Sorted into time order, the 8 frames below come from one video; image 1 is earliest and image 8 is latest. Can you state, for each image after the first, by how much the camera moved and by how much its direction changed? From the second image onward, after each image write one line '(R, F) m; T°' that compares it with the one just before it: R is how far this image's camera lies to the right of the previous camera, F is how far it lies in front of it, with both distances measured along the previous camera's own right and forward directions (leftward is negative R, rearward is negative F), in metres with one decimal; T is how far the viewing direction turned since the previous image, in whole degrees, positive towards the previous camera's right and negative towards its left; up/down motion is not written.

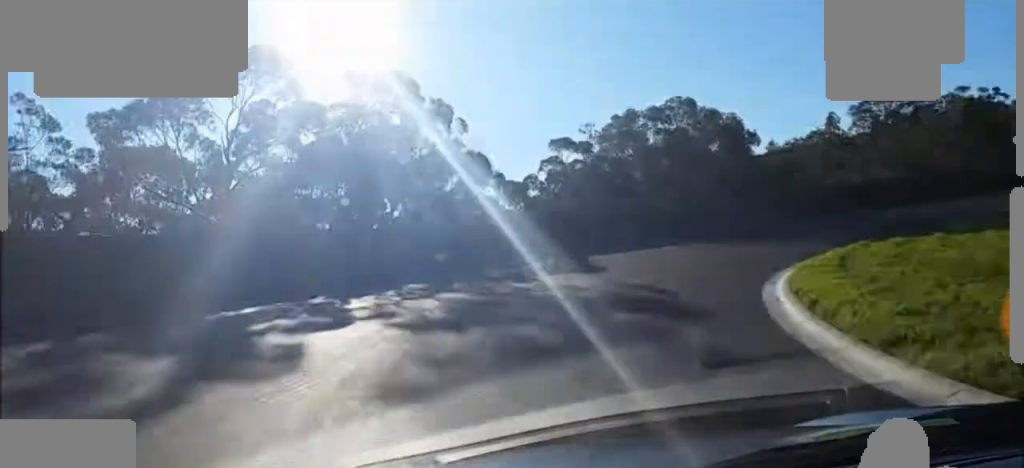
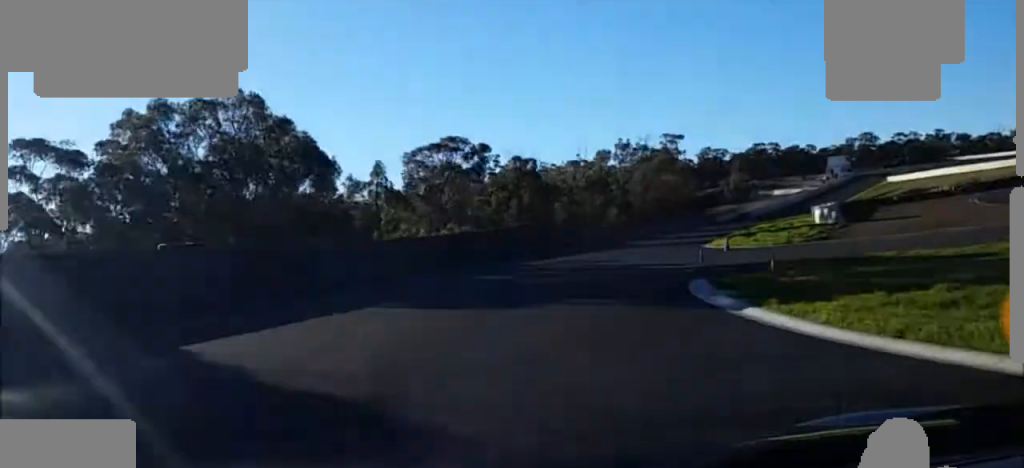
(+4.6, +28.9) m; +18°
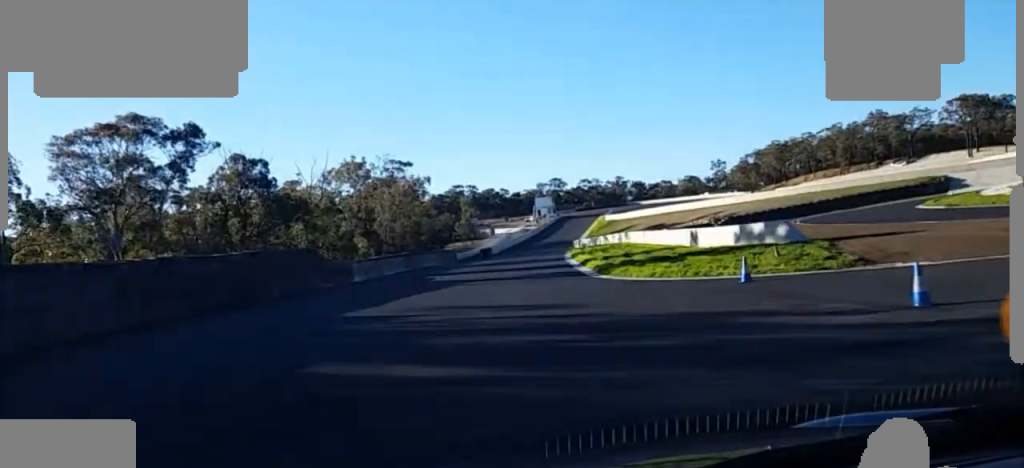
(+6.7, +27.8) m; +30°
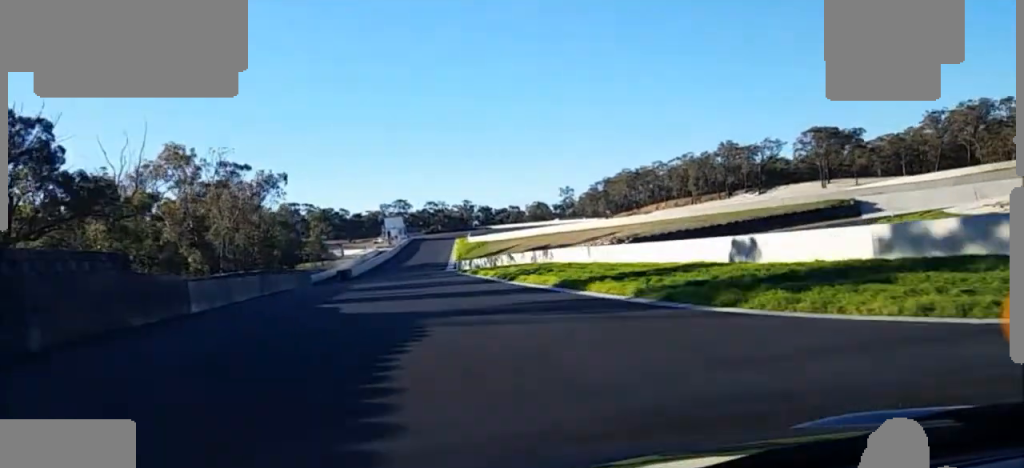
(+3.8, +19.1) m; +17°
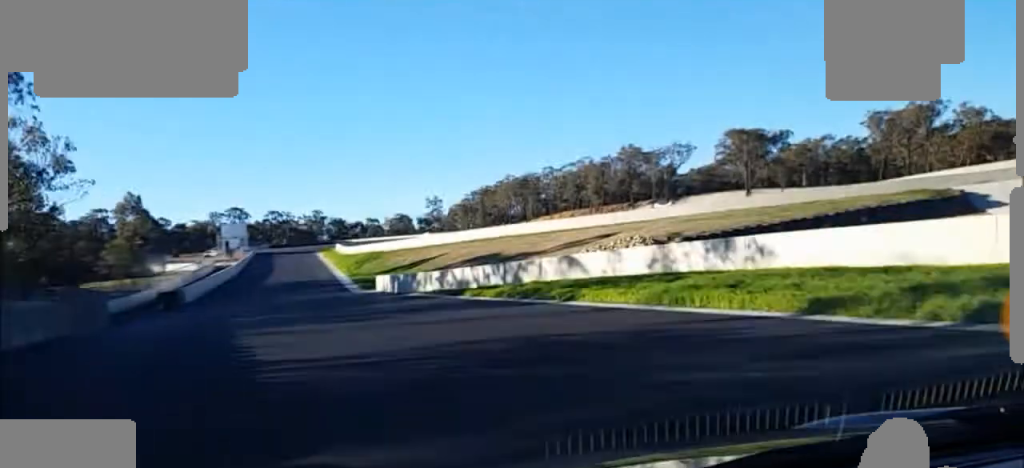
(+4.8, +44.8) m; +7°
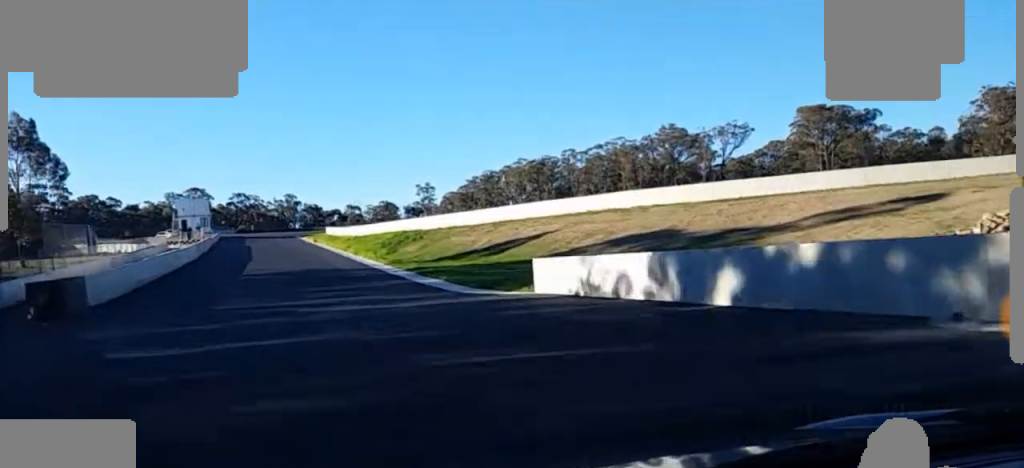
(+0.8, +37.5) m; +2°
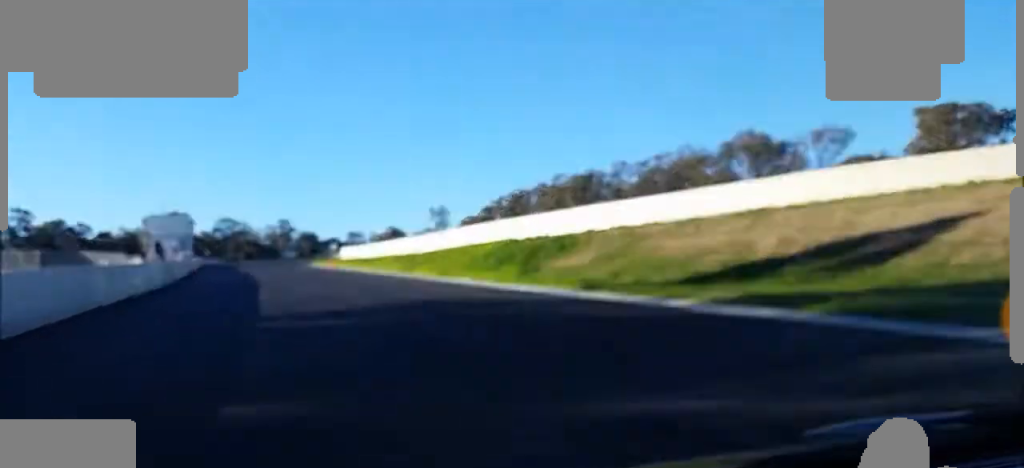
(+0.3, +30.9) m; 0°
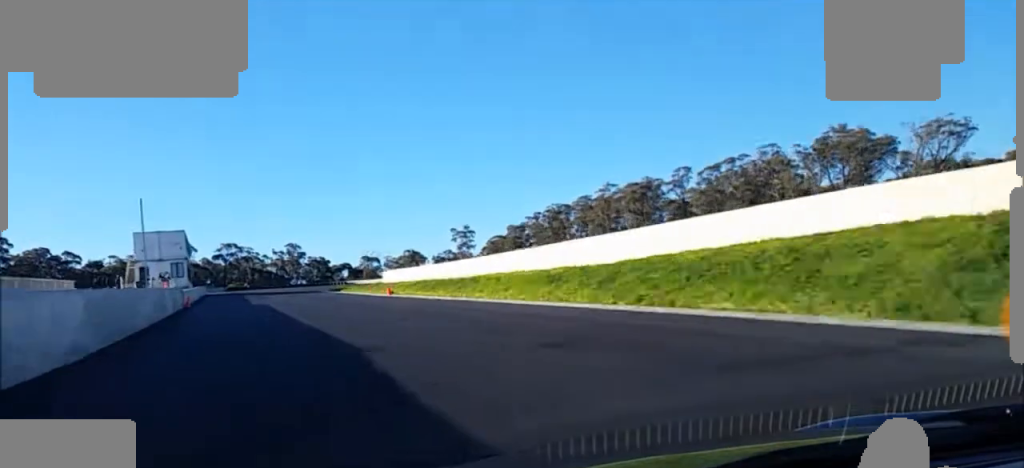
(-0.1, +28.1) m; 0°
